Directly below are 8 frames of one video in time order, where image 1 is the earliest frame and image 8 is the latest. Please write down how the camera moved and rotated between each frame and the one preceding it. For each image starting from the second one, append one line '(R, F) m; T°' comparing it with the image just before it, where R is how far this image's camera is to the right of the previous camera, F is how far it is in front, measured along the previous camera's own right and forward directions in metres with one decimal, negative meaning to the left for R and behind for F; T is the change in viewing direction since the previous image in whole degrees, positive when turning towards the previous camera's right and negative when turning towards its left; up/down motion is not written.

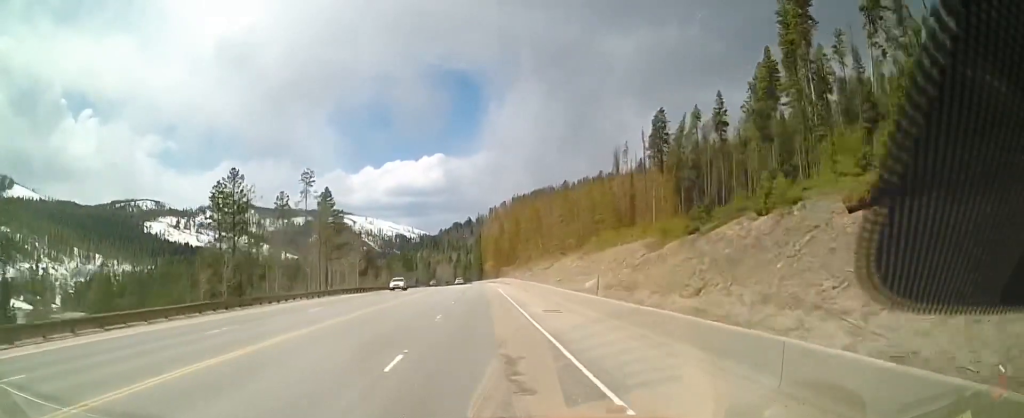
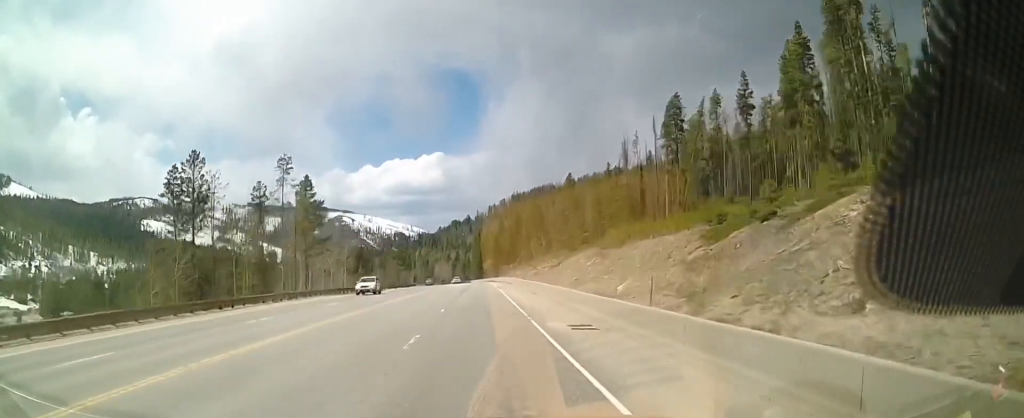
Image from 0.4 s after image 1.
(-0.1, +8.5) m; 0°
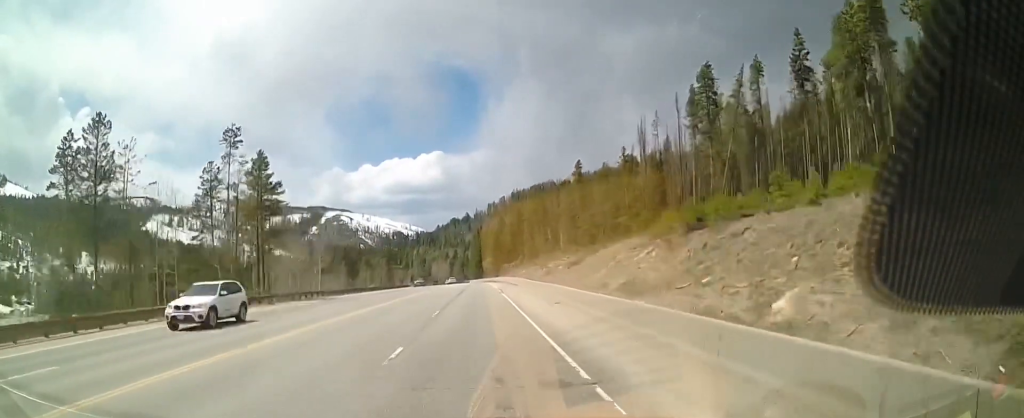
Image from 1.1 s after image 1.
(+0.3, +14.2) m; 0°
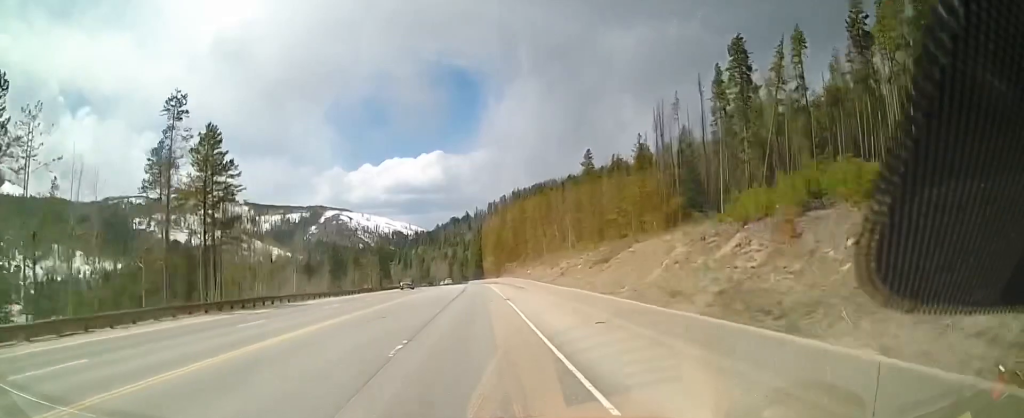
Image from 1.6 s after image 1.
(0.0, +10.6) m; 0°
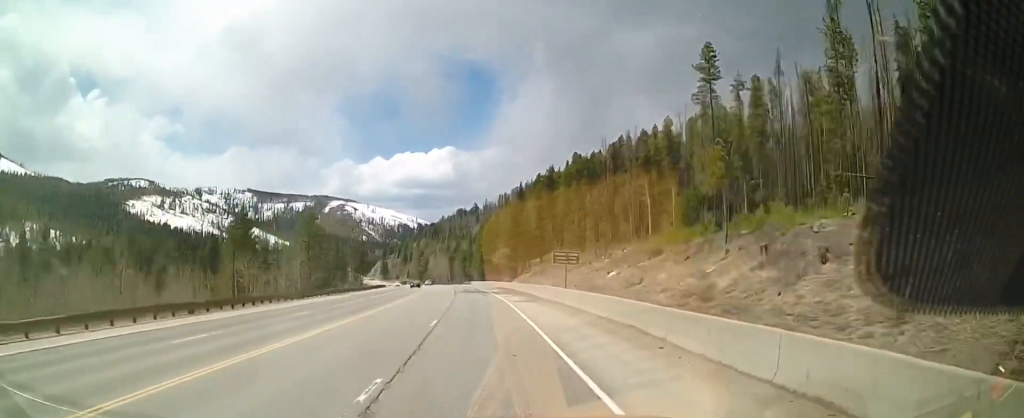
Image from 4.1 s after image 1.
(+0.1, +53.5) m; -1°
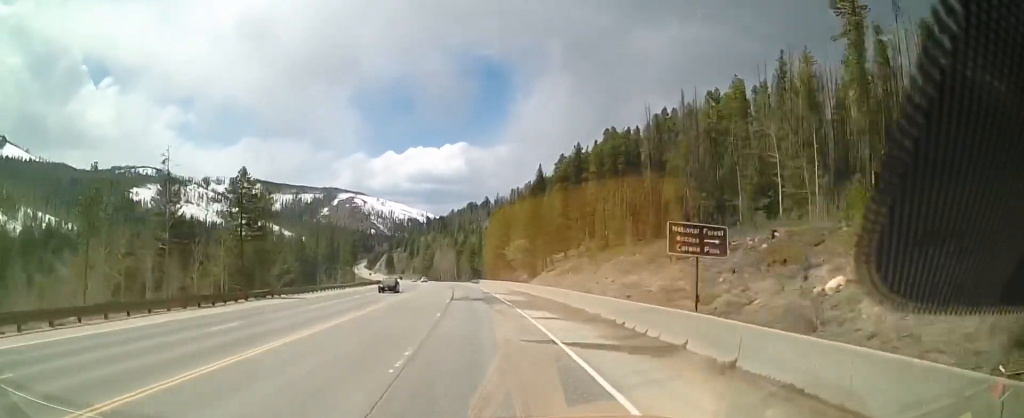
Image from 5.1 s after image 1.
(-0.5, +21.7) m; -2°
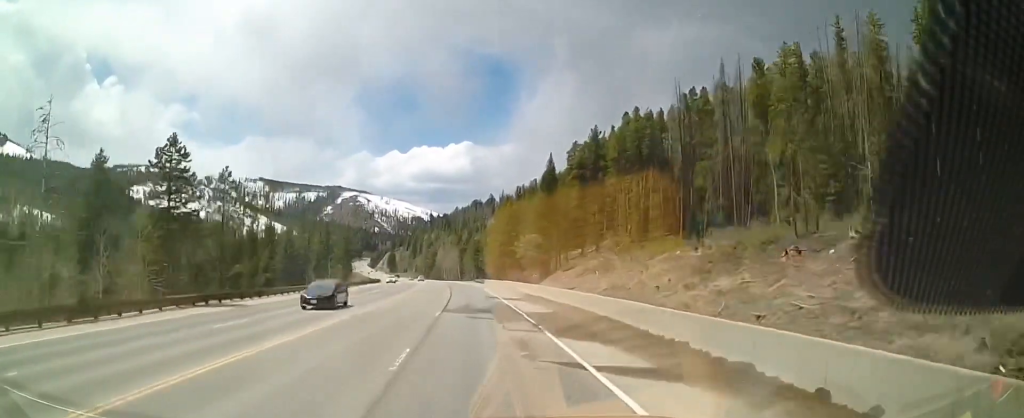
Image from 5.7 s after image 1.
(-0.1, +12.0) m; -1°
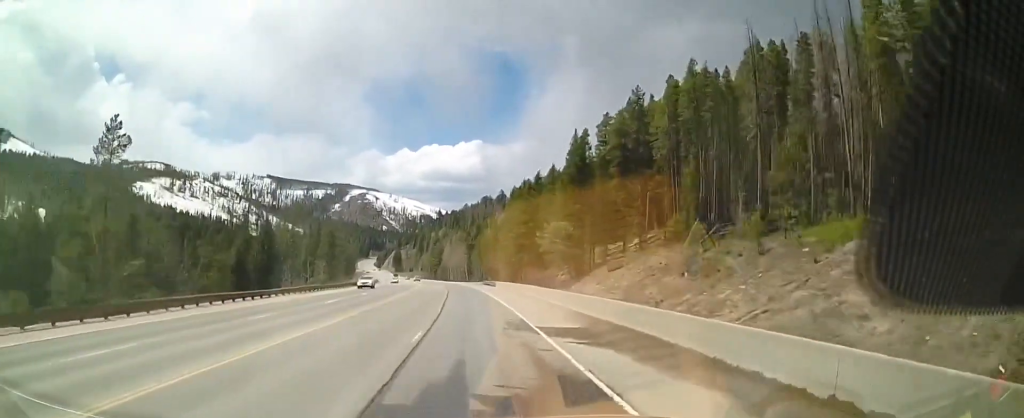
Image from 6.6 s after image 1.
(-0.2, +20.0) m; -2°
